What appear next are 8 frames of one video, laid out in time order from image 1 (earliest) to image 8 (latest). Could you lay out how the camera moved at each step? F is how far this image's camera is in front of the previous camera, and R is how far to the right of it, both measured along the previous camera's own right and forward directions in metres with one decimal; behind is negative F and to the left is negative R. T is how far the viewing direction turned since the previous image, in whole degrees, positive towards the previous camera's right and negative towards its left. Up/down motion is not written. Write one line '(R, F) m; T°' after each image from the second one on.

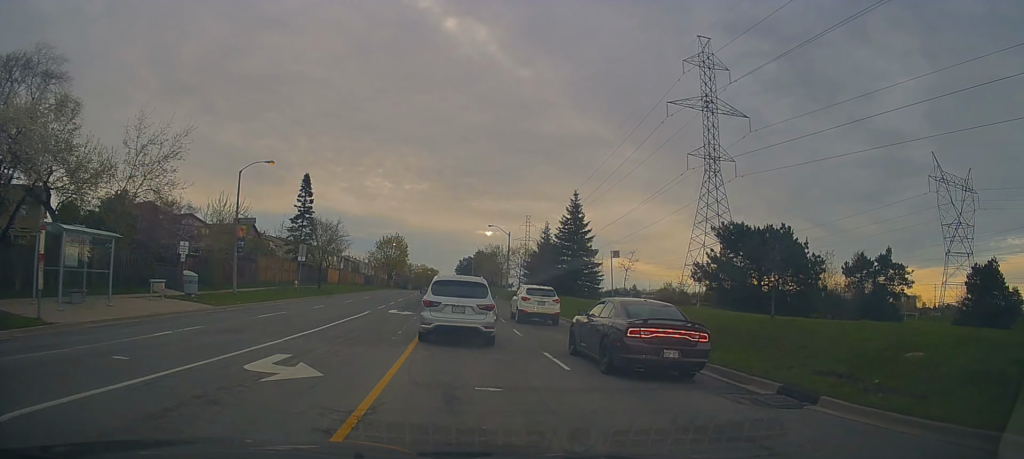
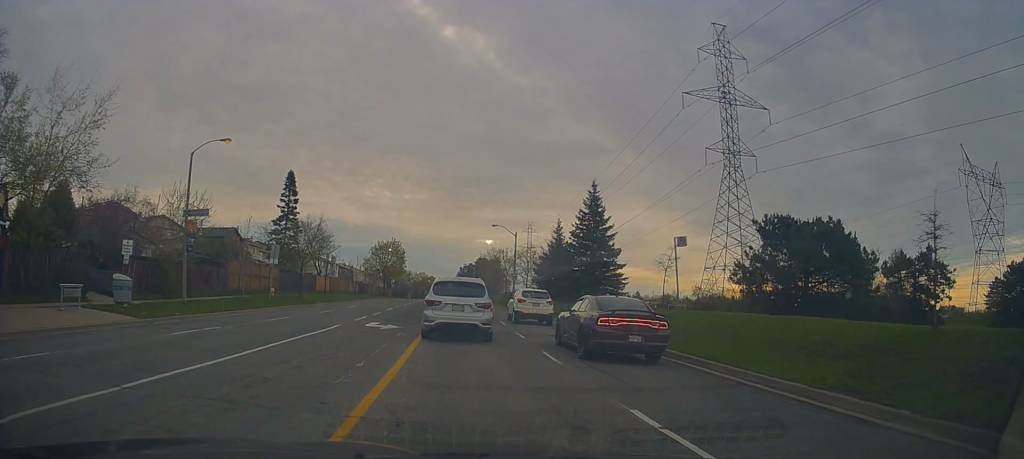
(0.0, +6.7) m; 0°
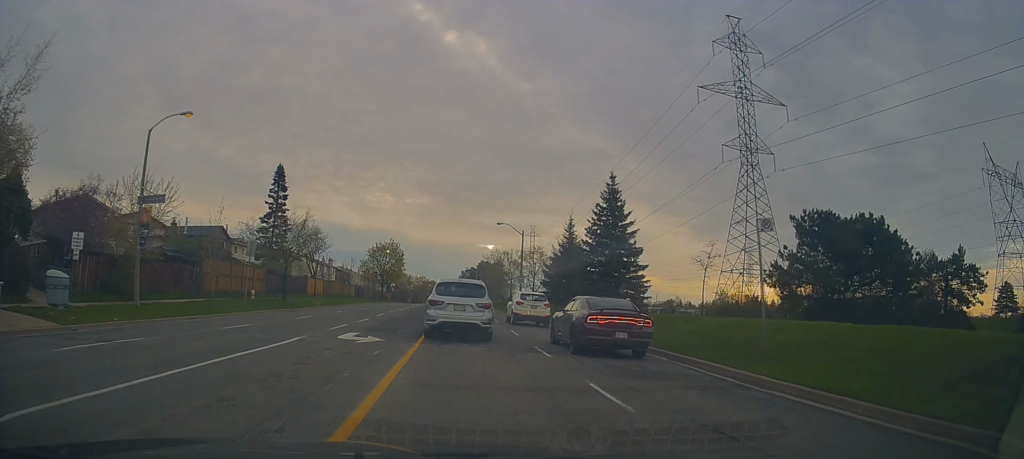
(0.0, +4.4) m; 0°
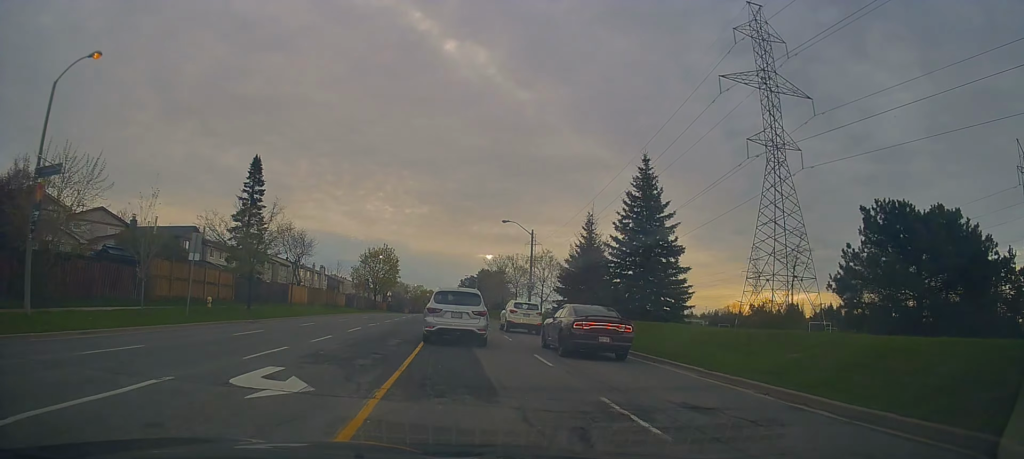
(0.0, +7.2) m; +1°
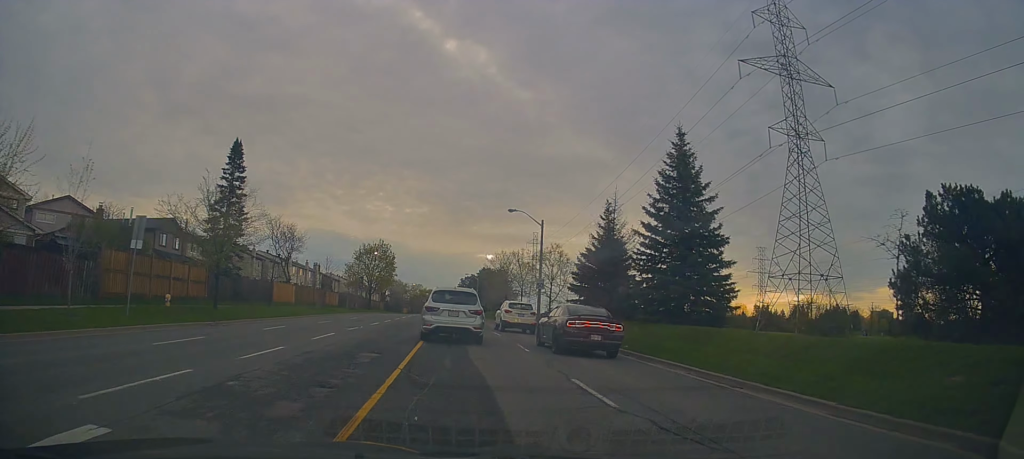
(0.0, +4.8) m; 0°
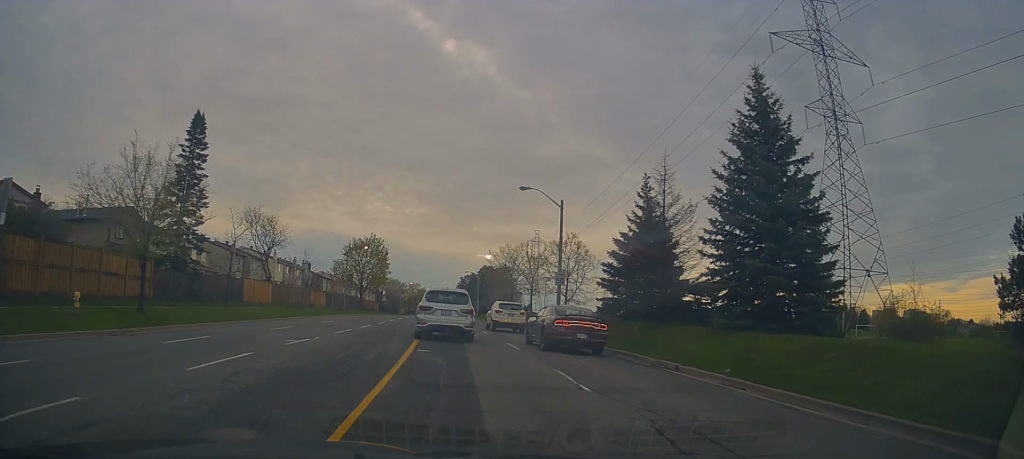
(+0.1, +7.0) m; 0°
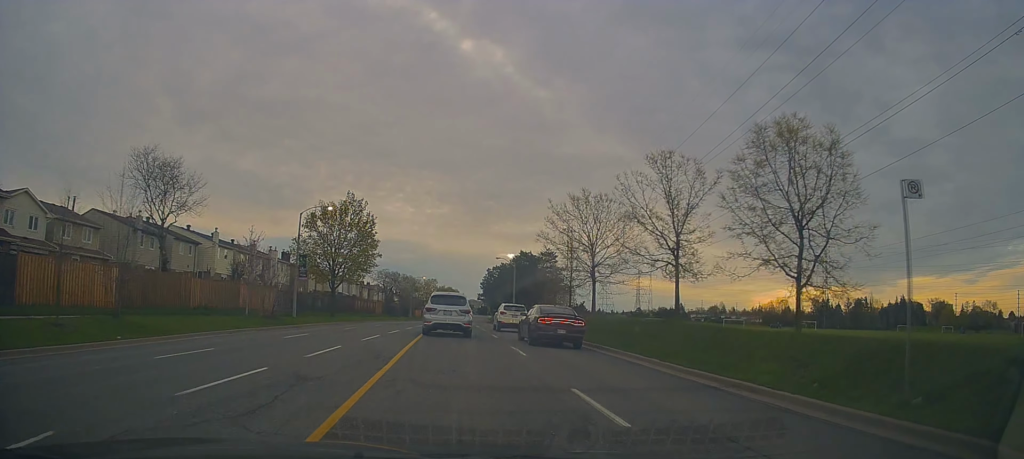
(-1.0, +27.9) m; -3°
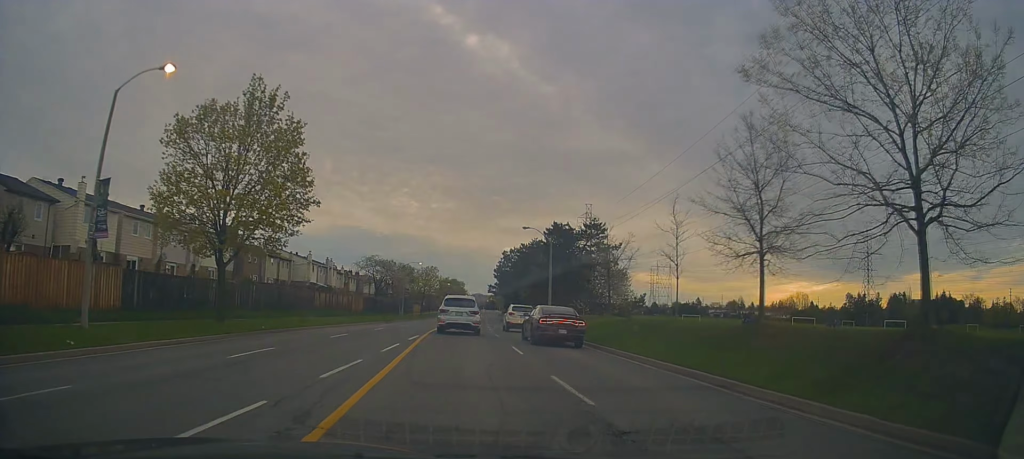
(+0.2, +22.4) m; 0°
